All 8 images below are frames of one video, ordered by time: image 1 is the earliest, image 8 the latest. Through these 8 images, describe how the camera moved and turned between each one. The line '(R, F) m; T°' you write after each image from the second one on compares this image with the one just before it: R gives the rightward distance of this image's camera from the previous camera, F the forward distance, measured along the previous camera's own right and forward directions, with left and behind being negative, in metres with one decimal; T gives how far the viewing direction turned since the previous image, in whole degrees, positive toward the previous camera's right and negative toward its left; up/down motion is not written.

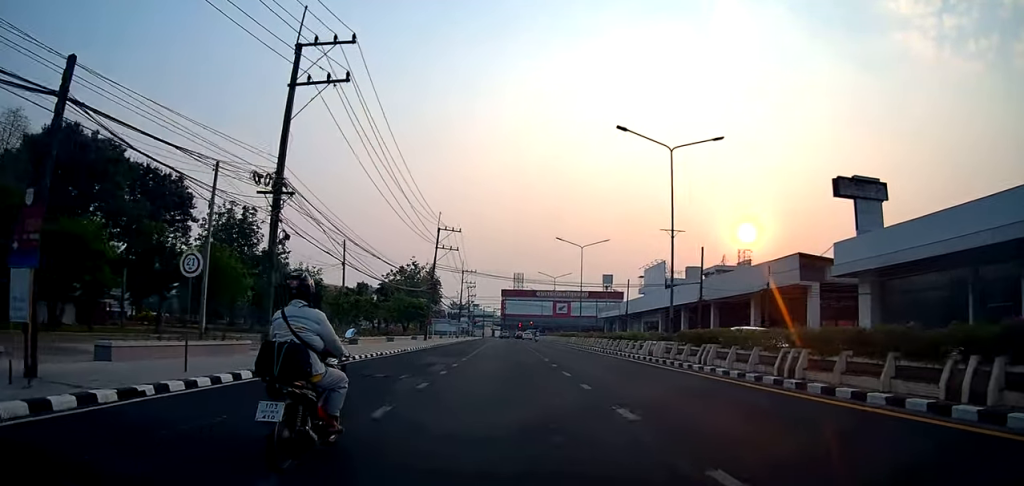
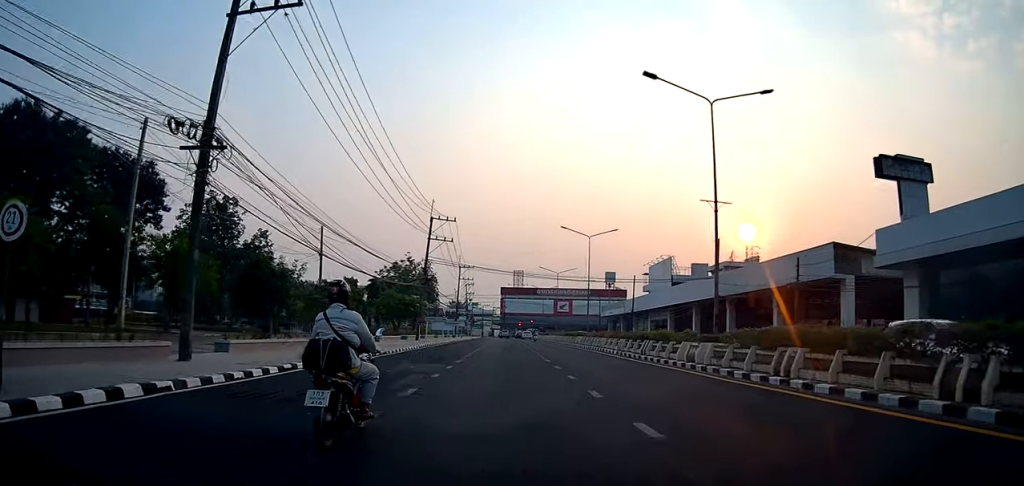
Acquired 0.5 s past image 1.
(-0.1, +5.3) m; 0°
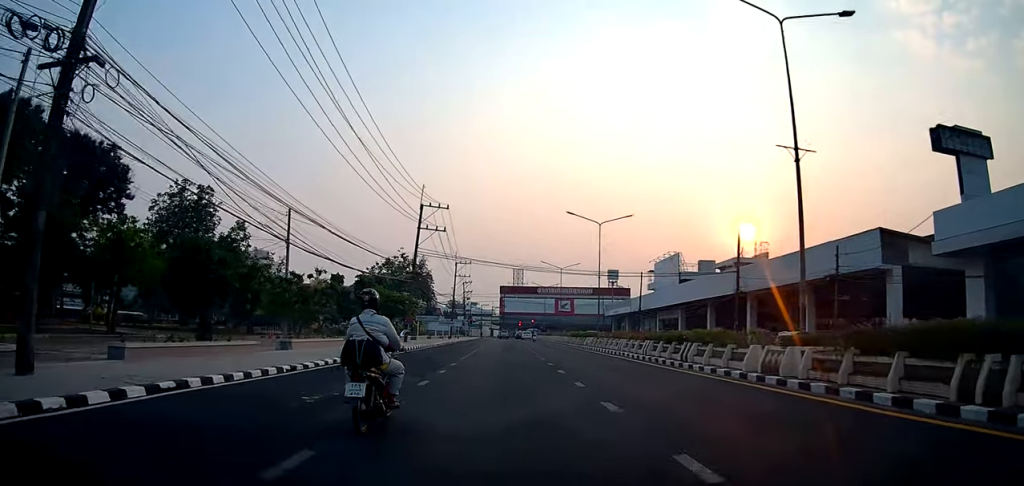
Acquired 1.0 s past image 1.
(0.0, +5.9) m; 0°
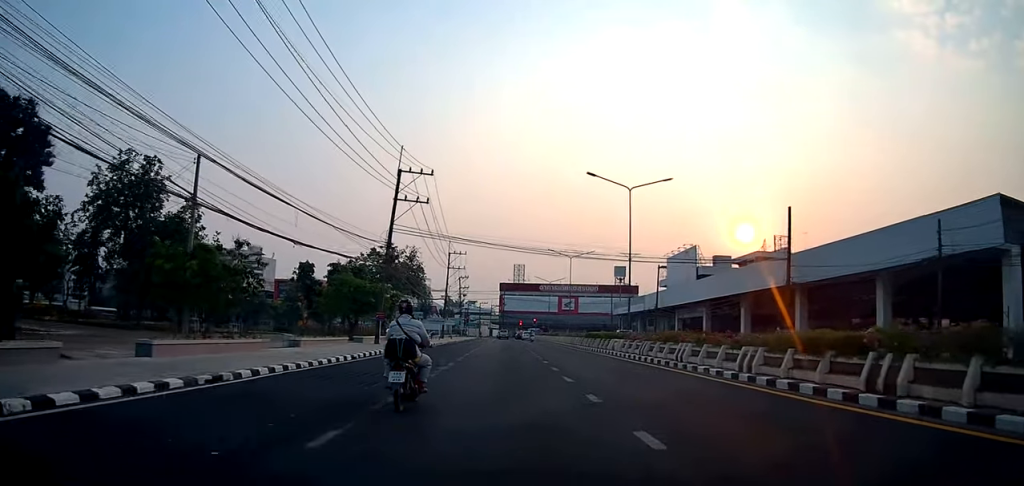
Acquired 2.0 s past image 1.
(+0.1, +10.8) m; 0°
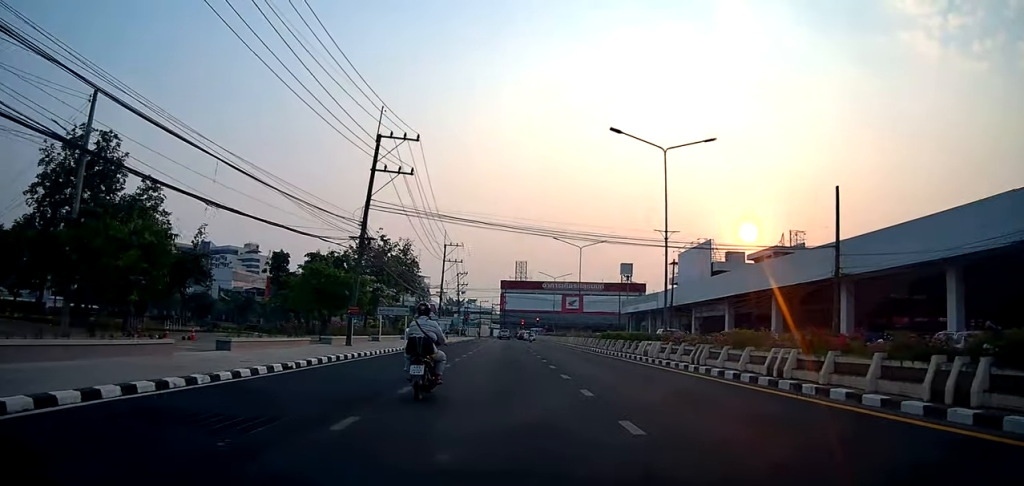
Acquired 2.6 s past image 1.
(-0.1, +7.2) m; 0°
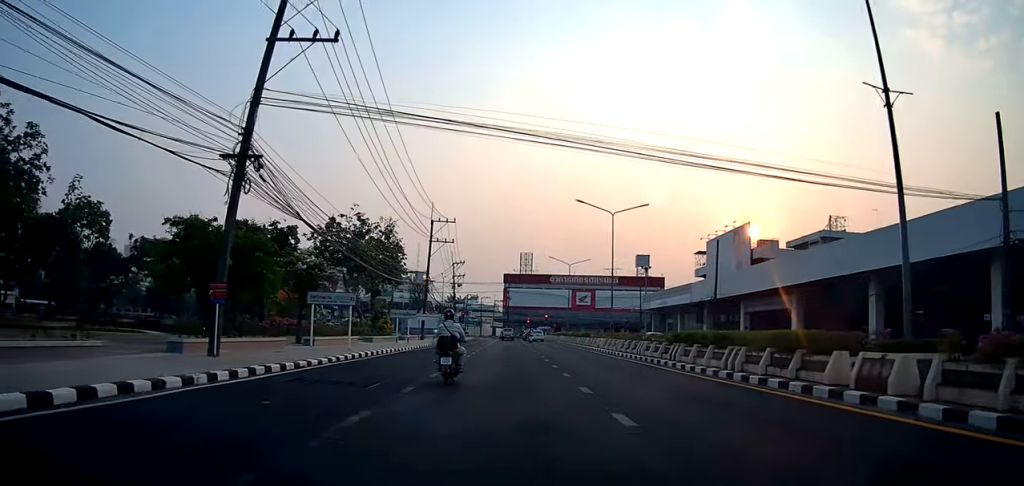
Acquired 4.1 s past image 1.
(+0.2, +15.6) m; +1°
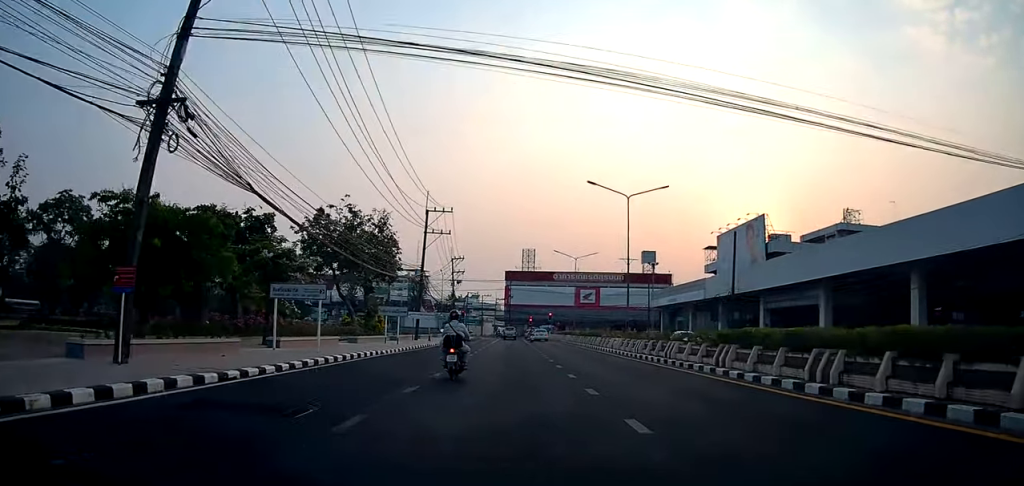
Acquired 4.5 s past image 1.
(+0.1, +4.7) m; 0°
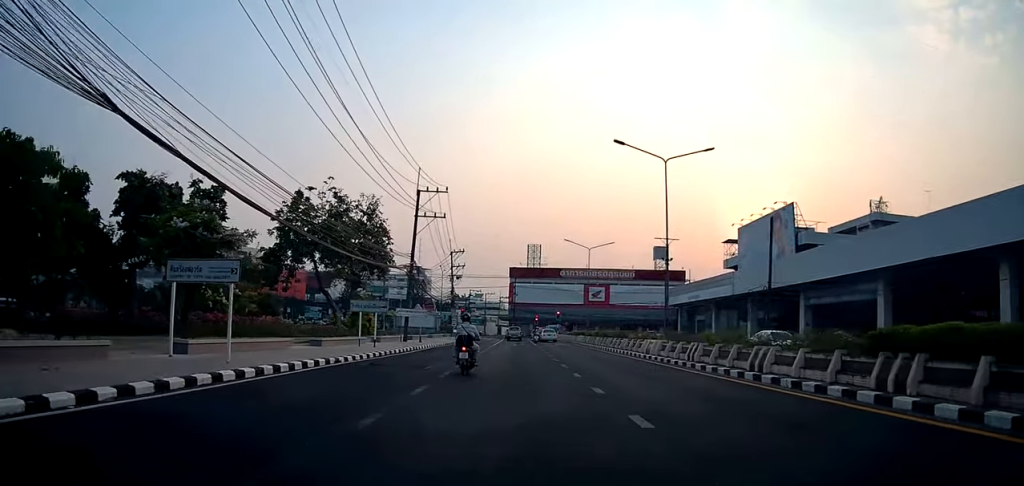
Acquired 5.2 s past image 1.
(0.0, +8.0) m; -1°
